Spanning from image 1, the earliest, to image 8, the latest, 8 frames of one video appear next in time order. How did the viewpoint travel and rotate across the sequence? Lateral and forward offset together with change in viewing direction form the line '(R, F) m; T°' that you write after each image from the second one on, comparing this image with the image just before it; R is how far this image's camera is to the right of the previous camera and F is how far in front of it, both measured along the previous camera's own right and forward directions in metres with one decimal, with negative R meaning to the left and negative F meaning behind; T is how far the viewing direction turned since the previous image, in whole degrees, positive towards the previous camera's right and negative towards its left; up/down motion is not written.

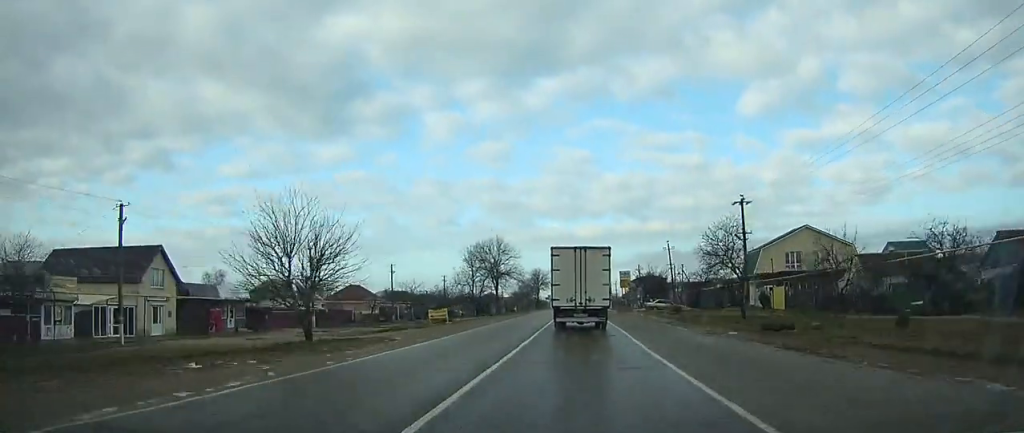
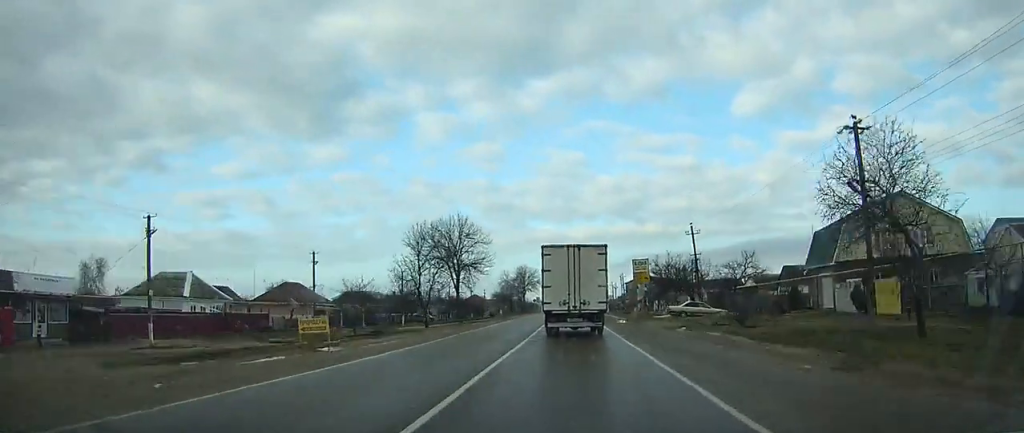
(+0.1, +20.5) m; 0°
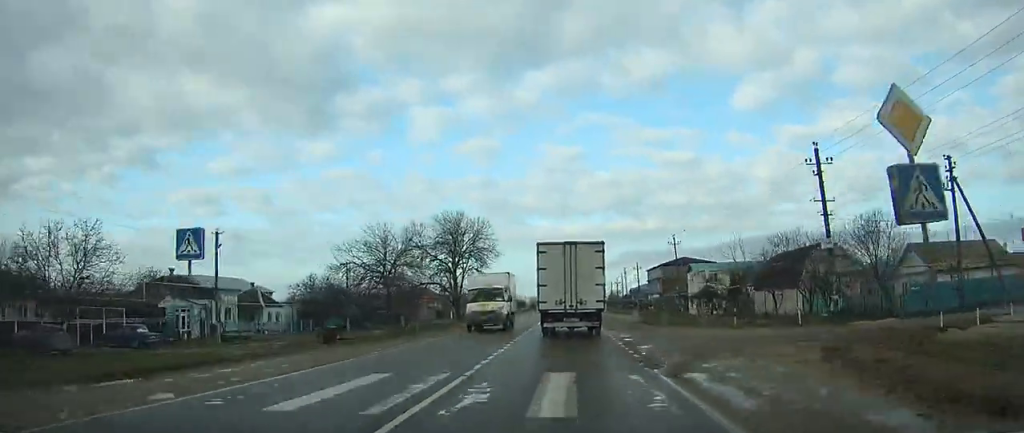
(+0.4, +75.7) m; +1°
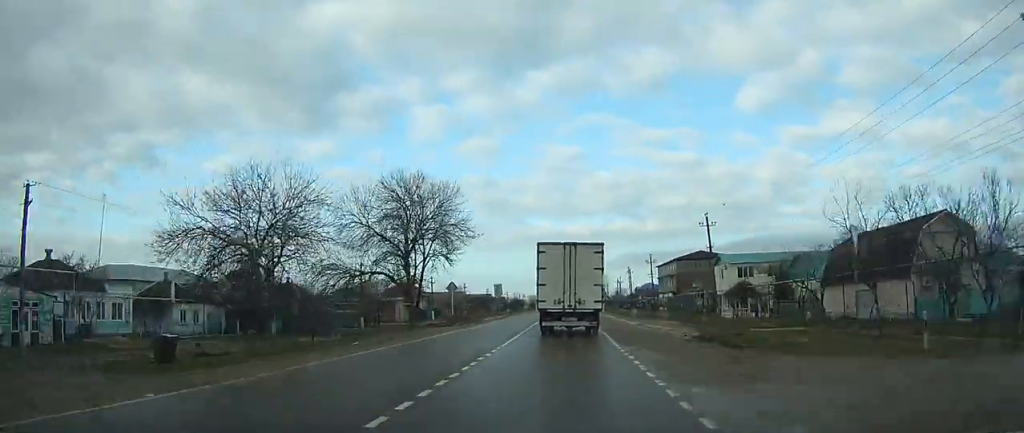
(0.0, +16.5) m; 0°
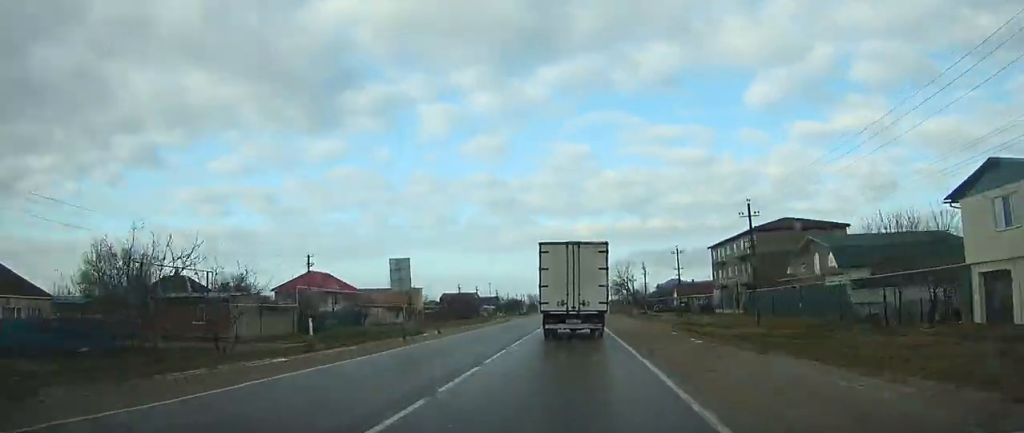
(-0.5, +48.7) m; -1°
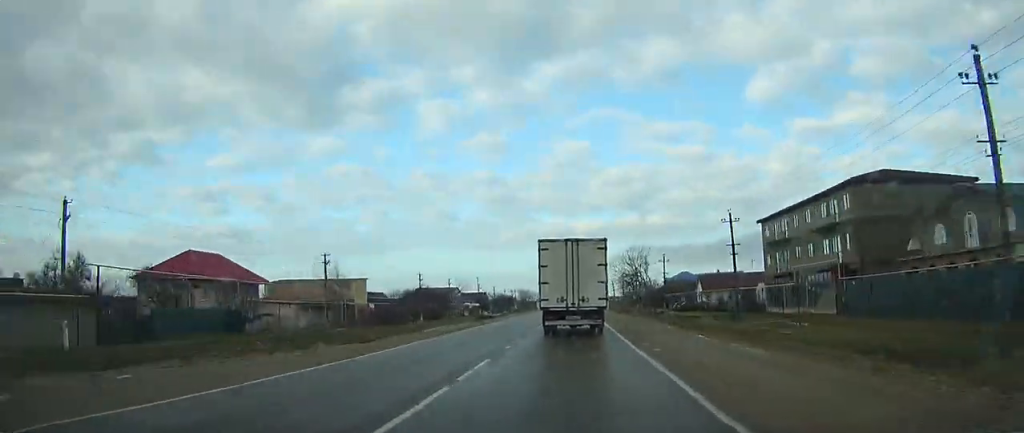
(+0.2, +27.3) m; 0°
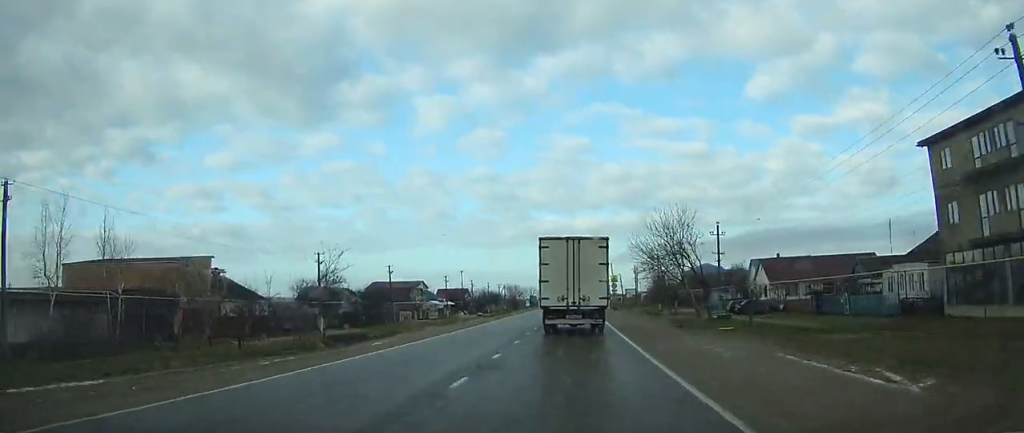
(+0.1, +34.7) m; 0°
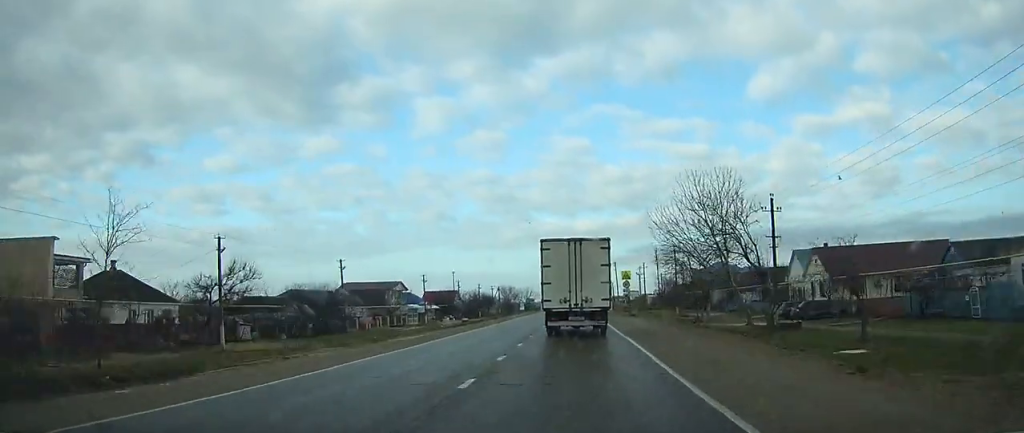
(-0.1, +15.8) m; 0°
